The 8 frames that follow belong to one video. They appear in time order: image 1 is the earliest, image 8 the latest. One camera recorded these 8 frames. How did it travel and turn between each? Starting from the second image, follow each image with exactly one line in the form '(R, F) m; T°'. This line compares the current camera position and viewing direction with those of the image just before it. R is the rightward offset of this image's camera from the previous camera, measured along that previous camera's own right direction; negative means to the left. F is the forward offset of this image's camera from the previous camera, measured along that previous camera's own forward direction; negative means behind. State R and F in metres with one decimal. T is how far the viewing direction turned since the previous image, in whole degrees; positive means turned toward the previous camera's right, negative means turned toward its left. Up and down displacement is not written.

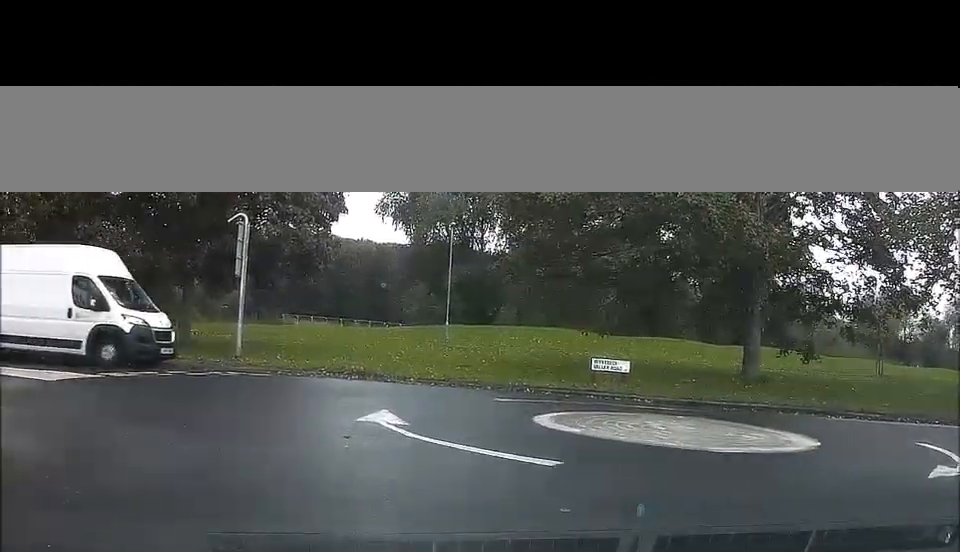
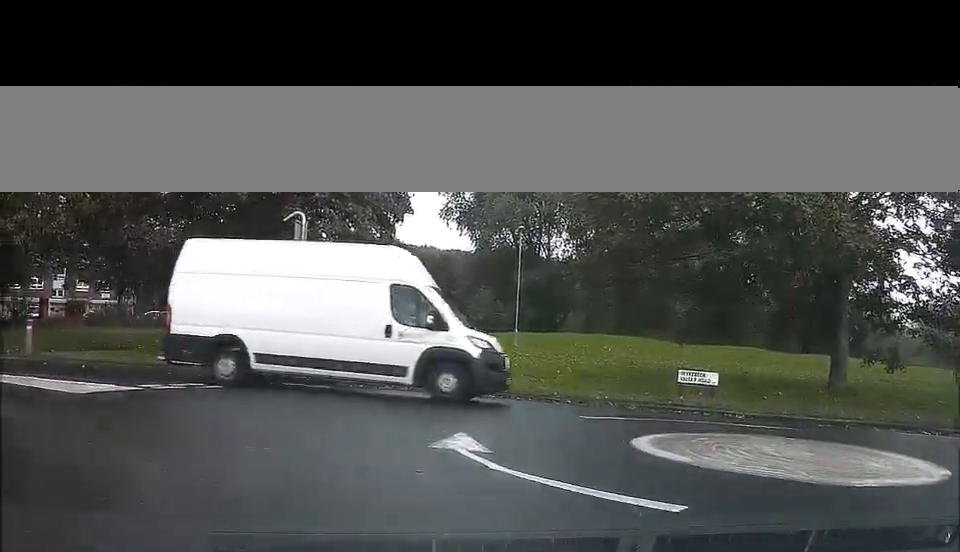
(0.0, +1.7) m; -2°
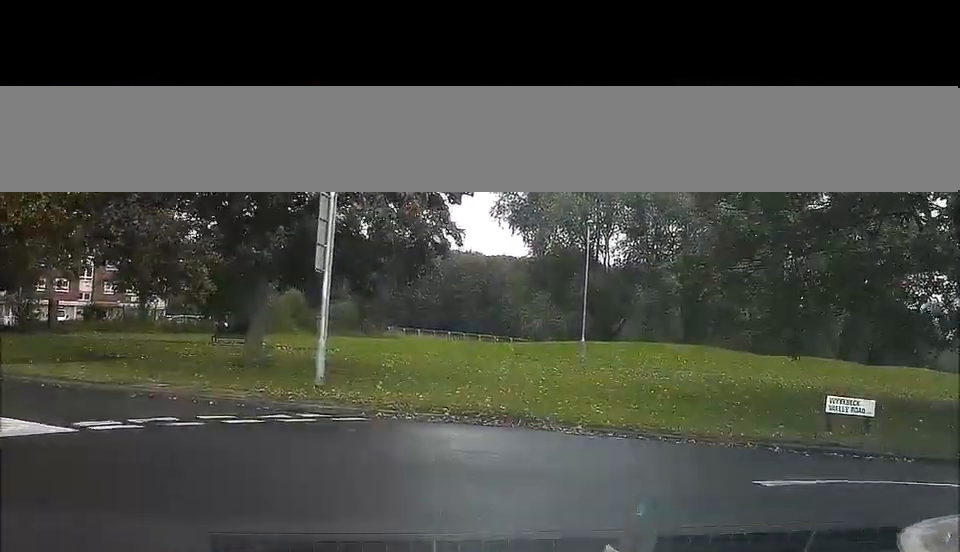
(-0.1, +4.1) m; +4°
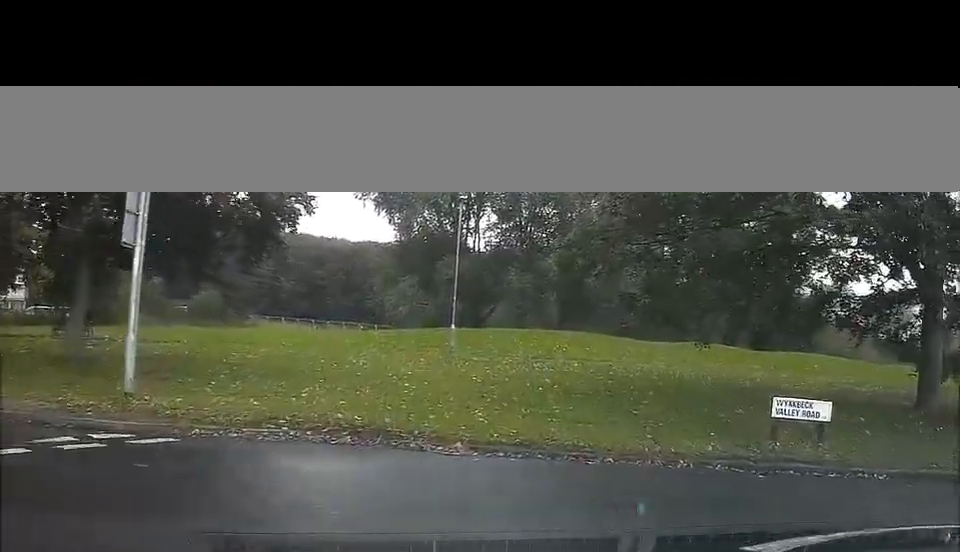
(+0.2, +2.4) m; +8°
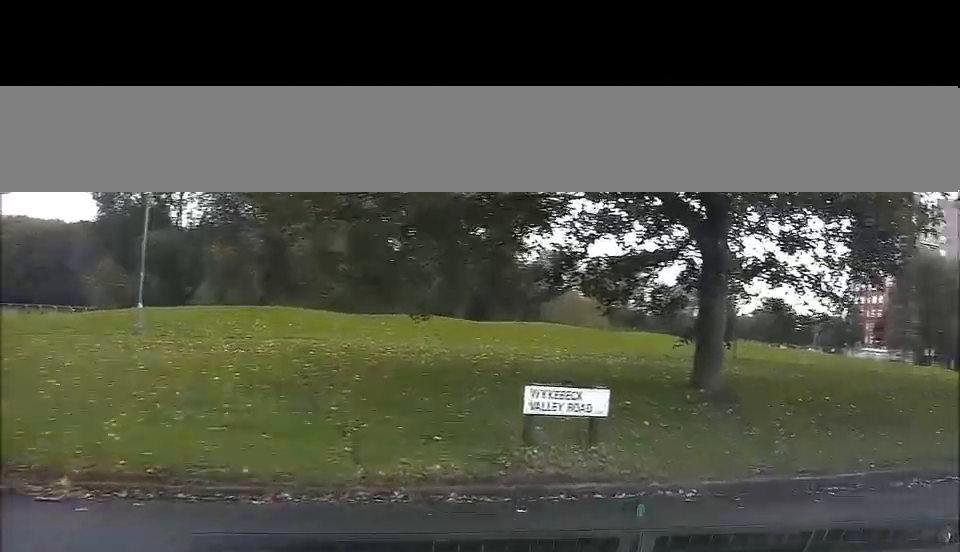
(+0.2, +2.7) m; +13°
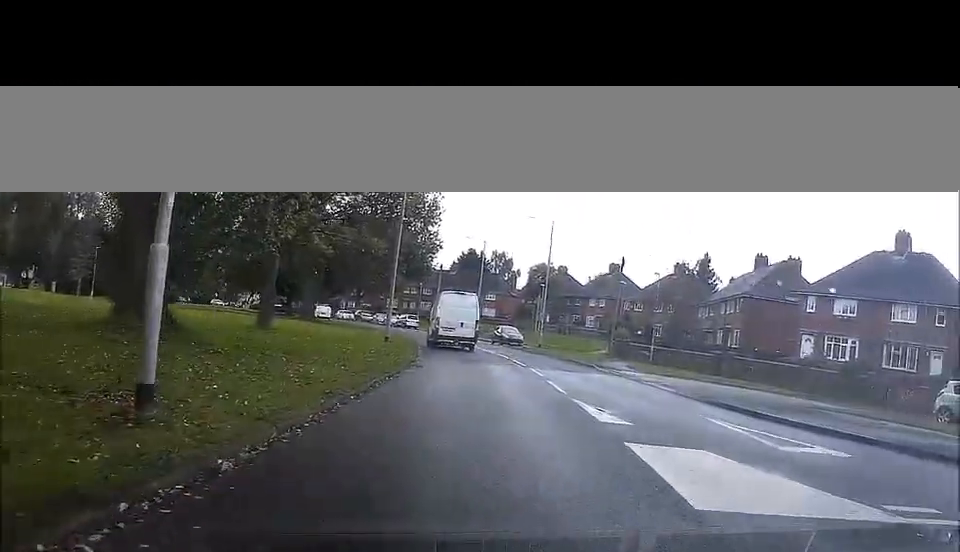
(+3.3, +6.3) m; +50°
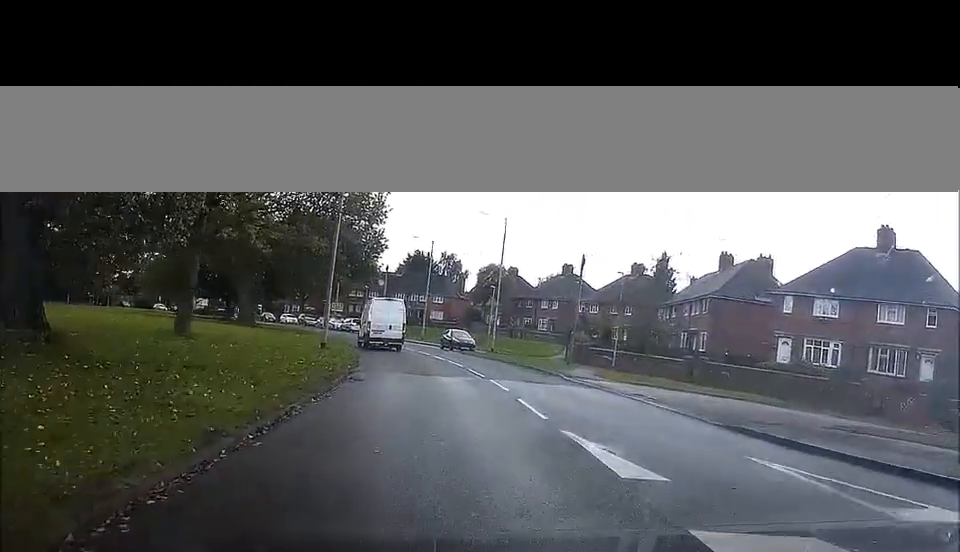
(+0.3, +3.1) m; +8°
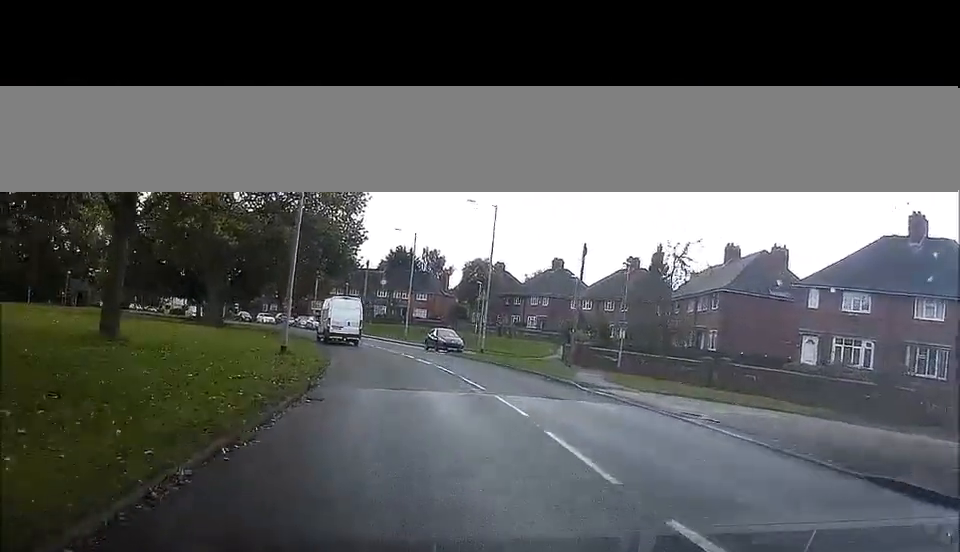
(+0.2, +4.1) m; +4°
